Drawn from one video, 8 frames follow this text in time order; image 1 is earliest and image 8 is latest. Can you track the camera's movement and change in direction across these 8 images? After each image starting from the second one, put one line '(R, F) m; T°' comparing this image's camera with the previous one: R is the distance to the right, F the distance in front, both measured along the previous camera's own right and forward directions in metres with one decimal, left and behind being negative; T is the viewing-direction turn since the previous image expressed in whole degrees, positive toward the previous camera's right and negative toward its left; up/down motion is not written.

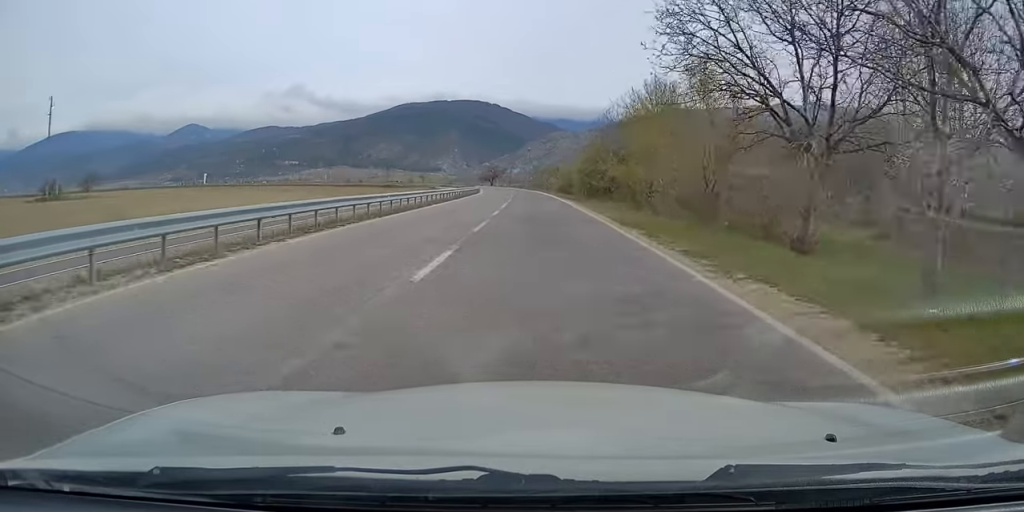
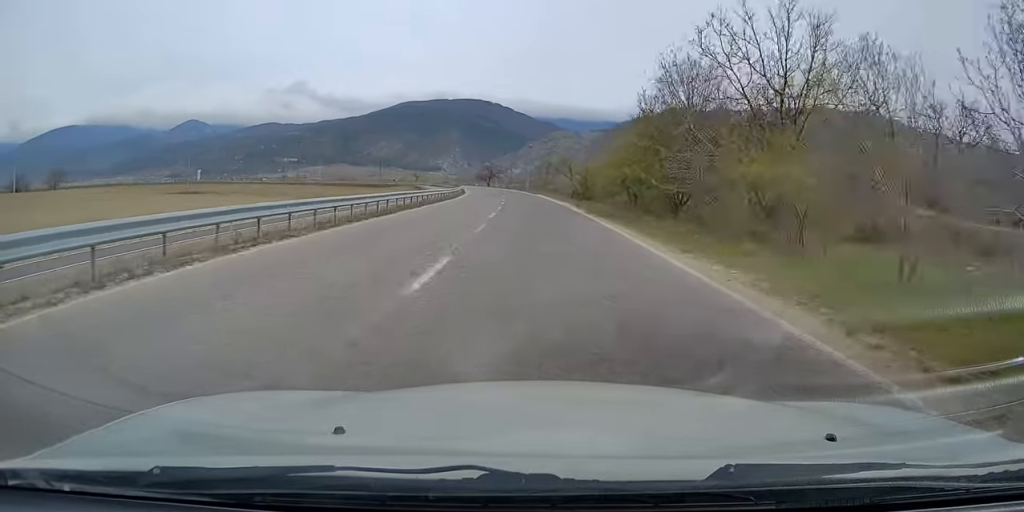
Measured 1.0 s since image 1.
(-0.1, +24.0) m; -1°
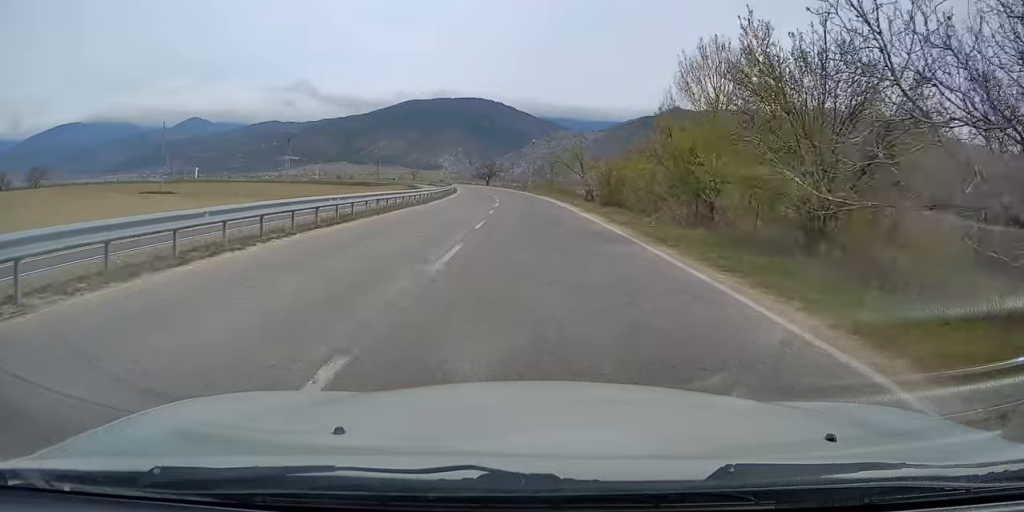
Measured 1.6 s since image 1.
(-0.2, +13.8) m; -1°
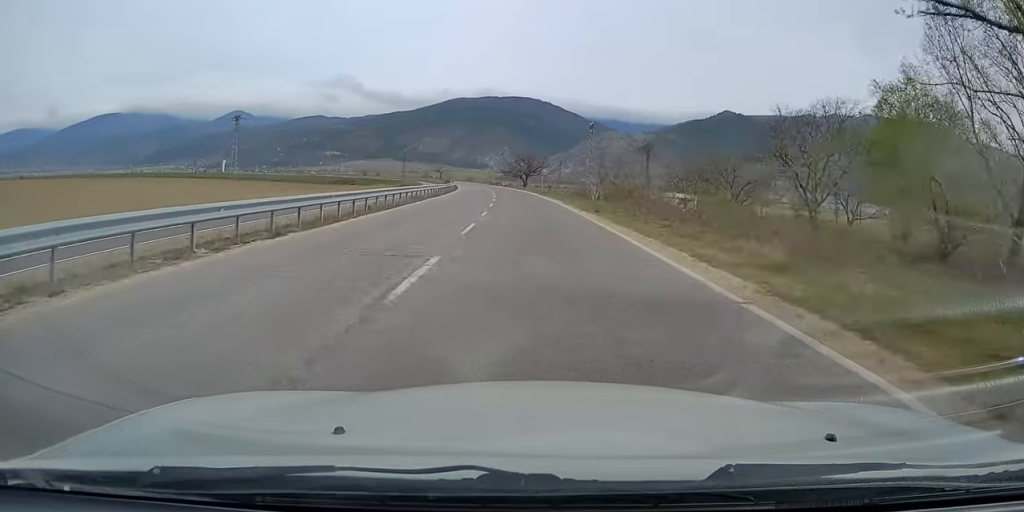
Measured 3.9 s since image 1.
(-1.3, +56.1) m; -3°
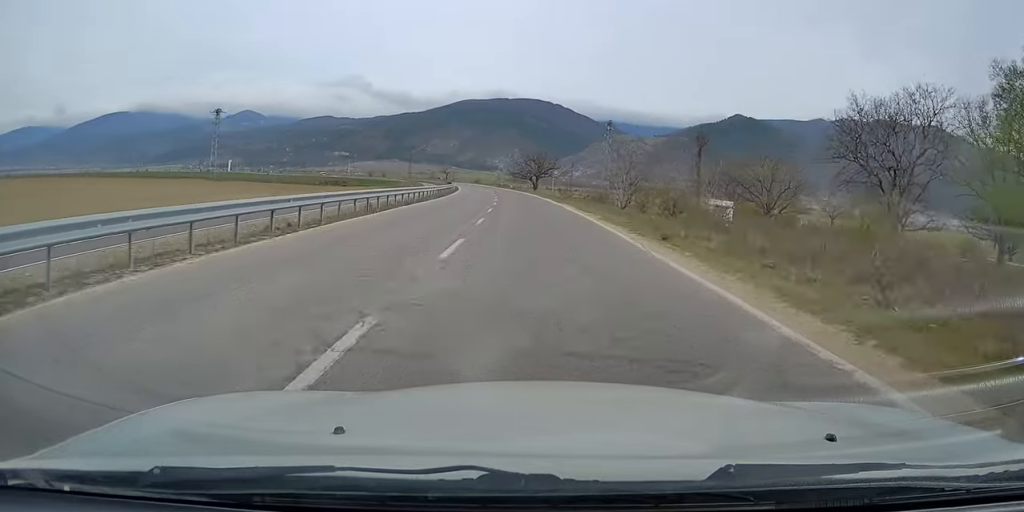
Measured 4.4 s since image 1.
(-0.1, +12.2) m; -1°
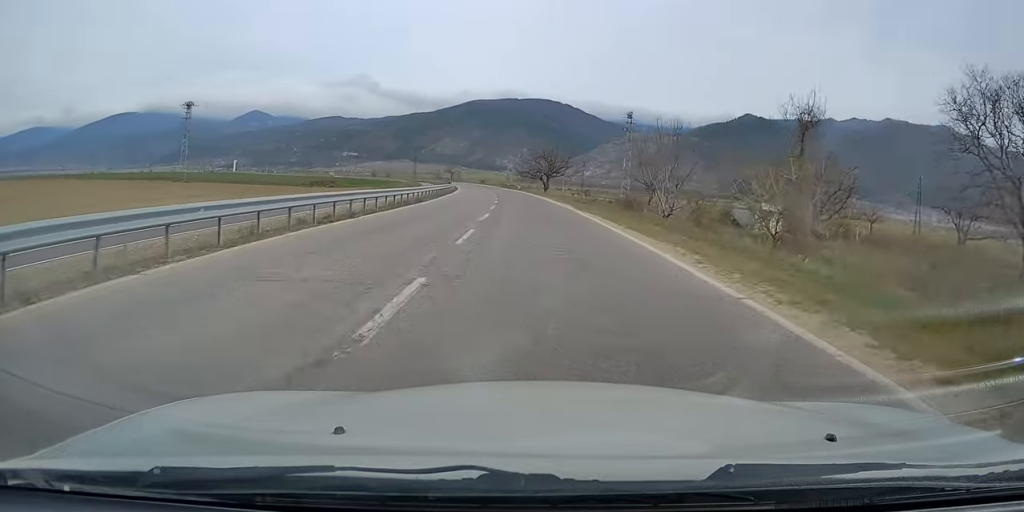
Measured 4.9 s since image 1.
(0.0, +13.0) m; -1°
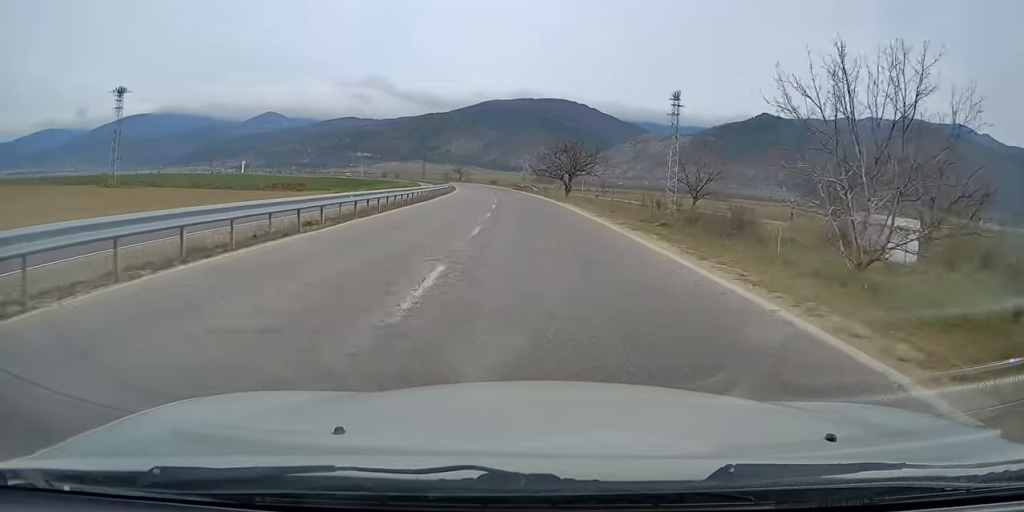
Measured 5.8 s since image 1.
(-0.2, +21.9) m; -2°
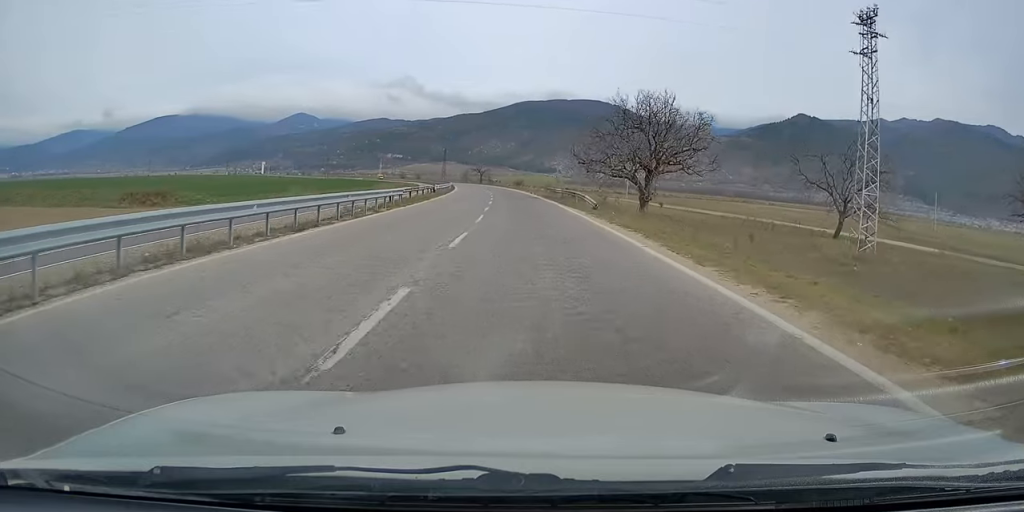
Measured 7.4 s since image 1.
(-1.3, +39.8) m; -3°
